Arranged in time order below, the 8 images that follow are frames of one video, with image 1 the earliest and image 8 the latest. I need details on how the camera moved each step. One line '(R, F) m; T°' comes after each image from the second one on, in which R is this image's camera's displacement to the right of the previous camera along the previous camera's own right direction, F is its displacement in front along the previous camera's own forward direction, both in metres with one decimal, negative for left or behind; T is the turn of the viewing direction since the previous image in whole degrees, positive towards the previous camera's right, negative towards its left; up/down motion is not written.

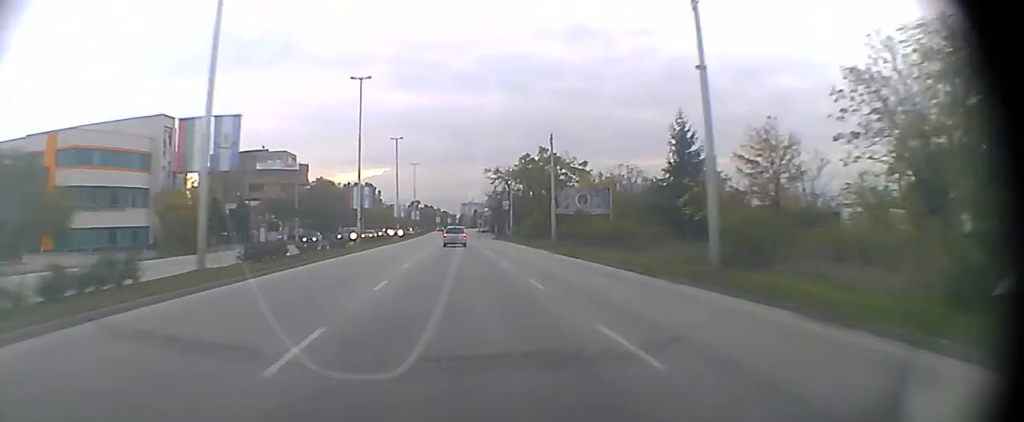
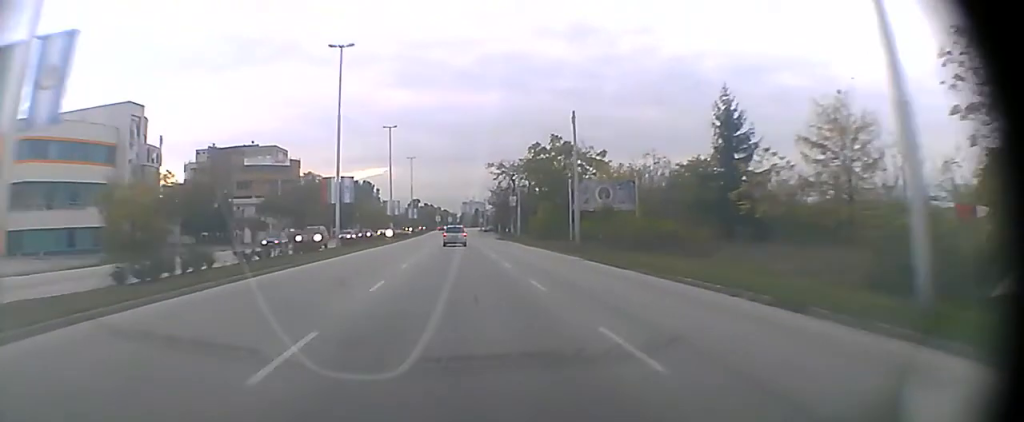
(0.0, +9.3) m; 0°
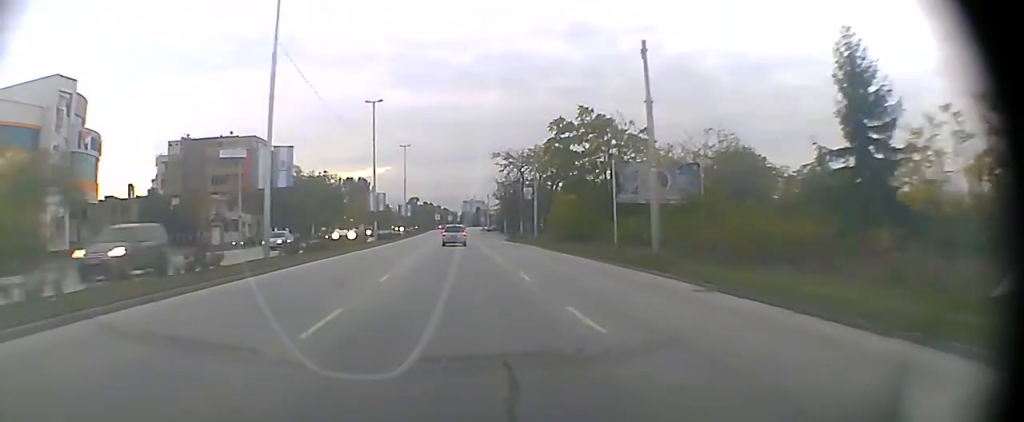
(0.0, +15.5) m; 0°
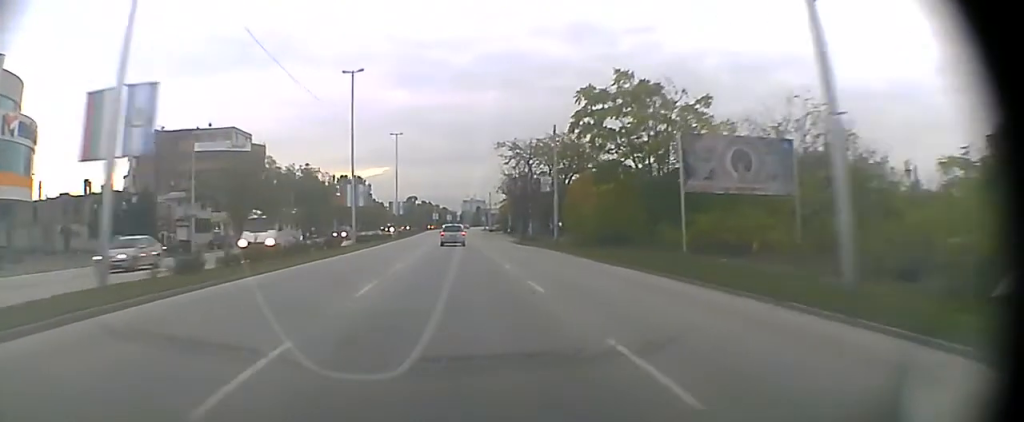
(0.0, +11.5) m; 0°
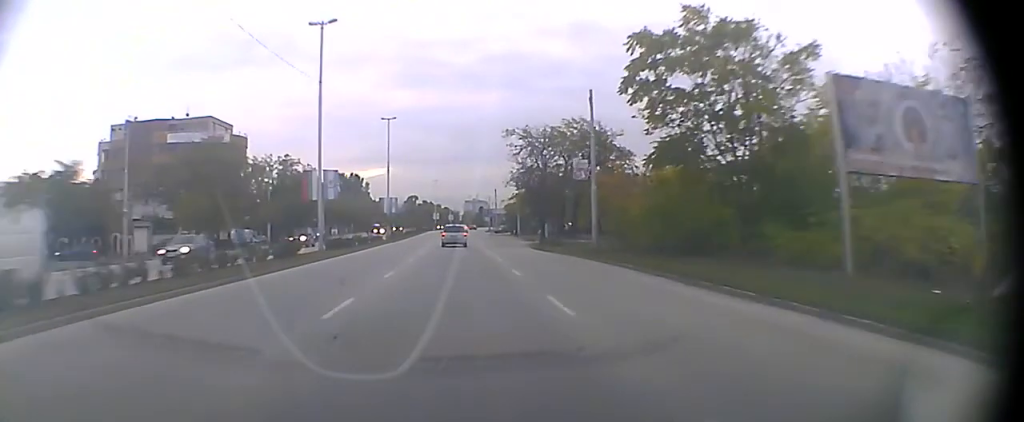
(0.0, +12.6) m; 0°
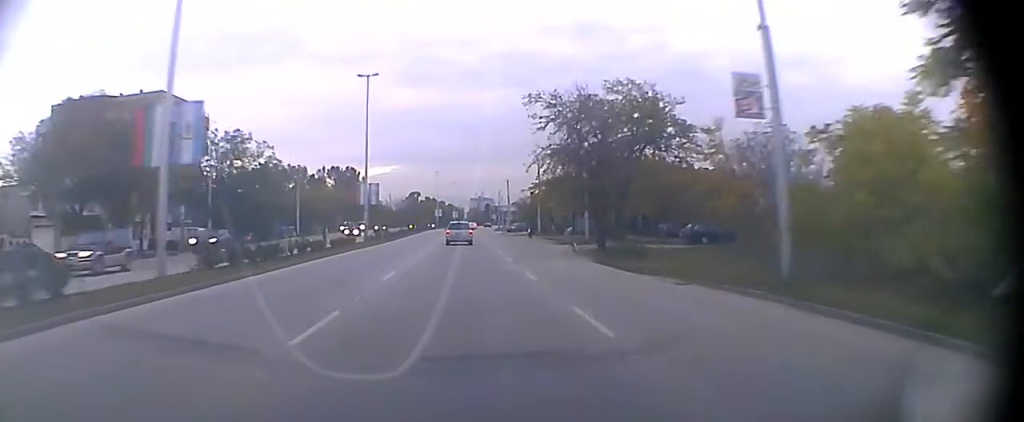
(0.0, +21.0) m; 0°
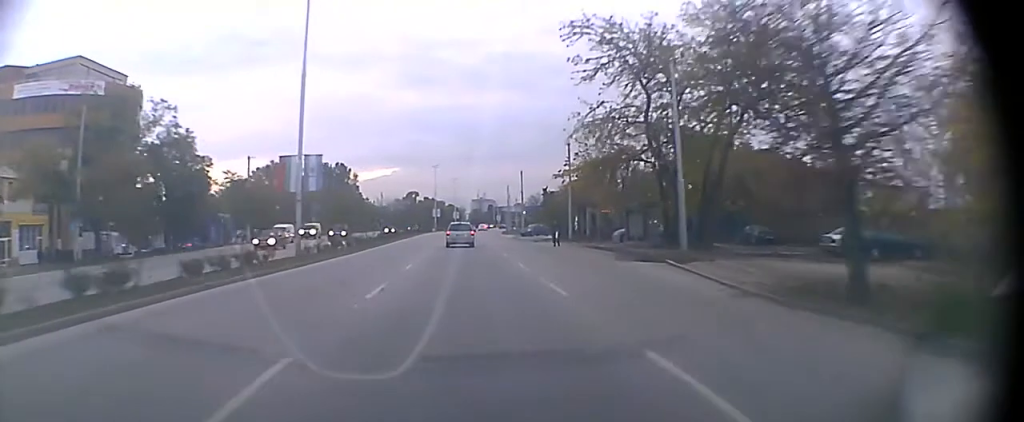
(-0.1, +22.0) m; 0°
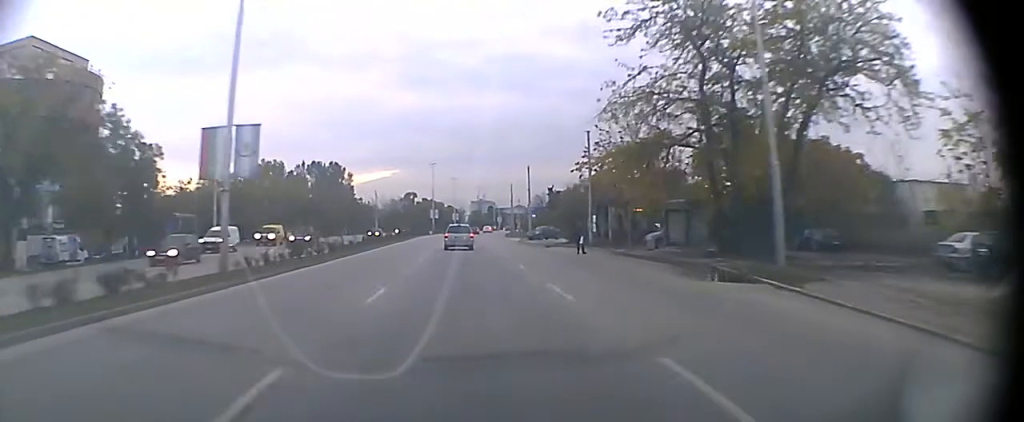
(0.0, +10.5) m; 0°
